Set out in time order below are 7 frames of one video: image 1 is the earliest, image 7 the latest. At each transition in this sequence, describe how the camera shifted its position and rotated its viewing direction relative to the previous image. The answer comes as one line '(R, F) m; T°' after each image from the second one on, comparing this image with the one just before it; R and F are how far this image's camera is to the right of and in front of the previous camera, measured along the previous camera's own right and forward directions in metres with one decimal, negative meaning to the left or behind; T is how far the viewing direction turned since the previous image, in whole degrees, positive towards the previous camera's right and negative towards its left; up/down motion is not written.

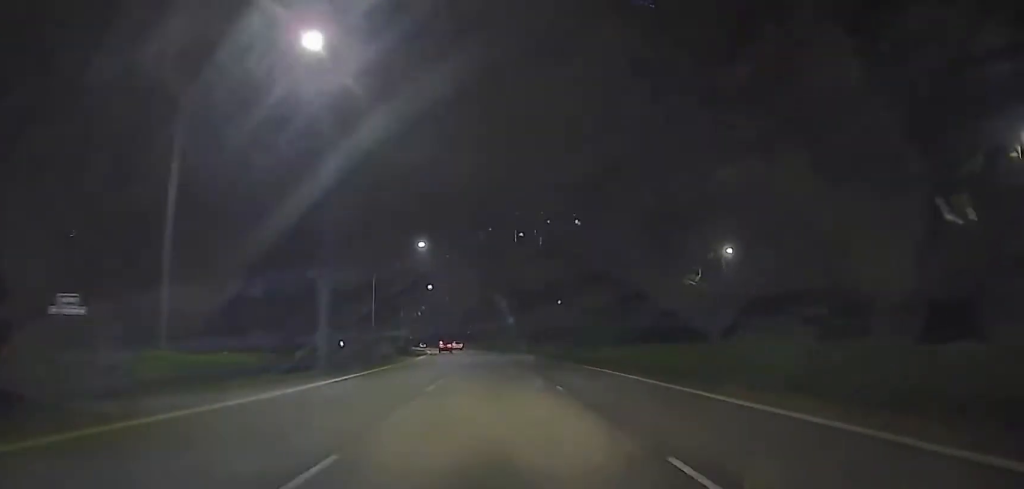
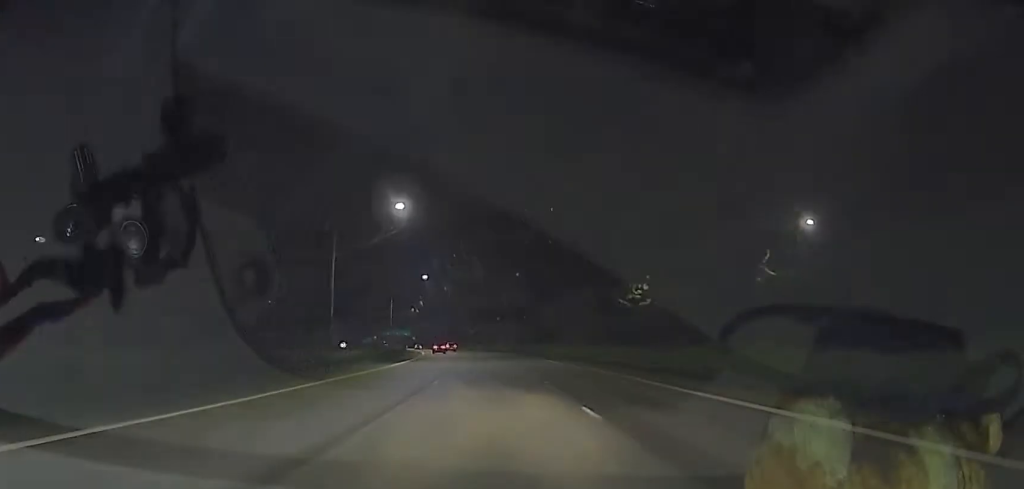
(0.0, +17.8) m; -1°
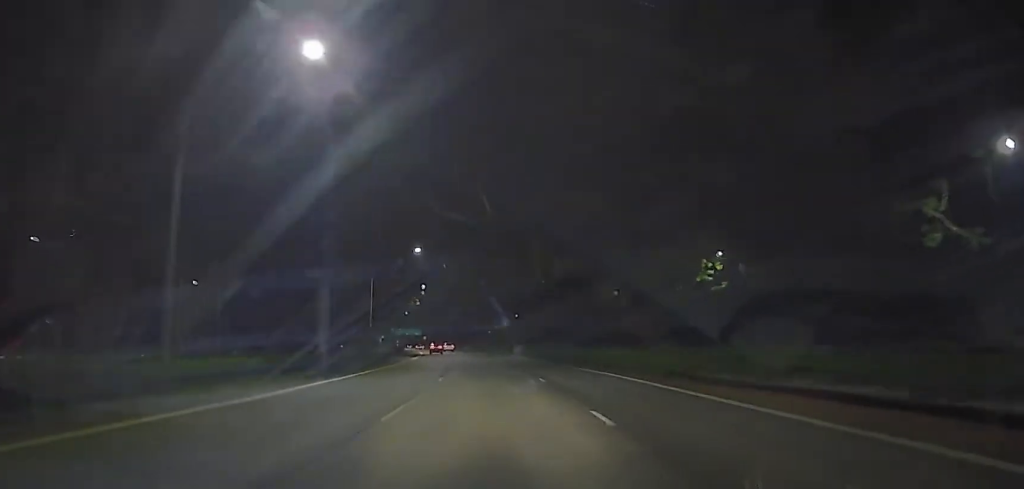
(-0.5, +24.8) m; -2°
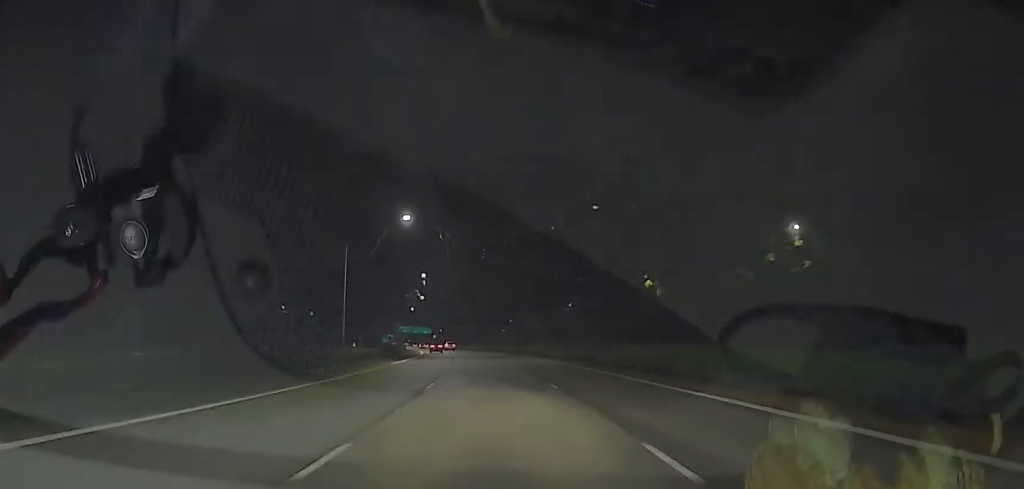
(-0.1, +16.2) m; 0°
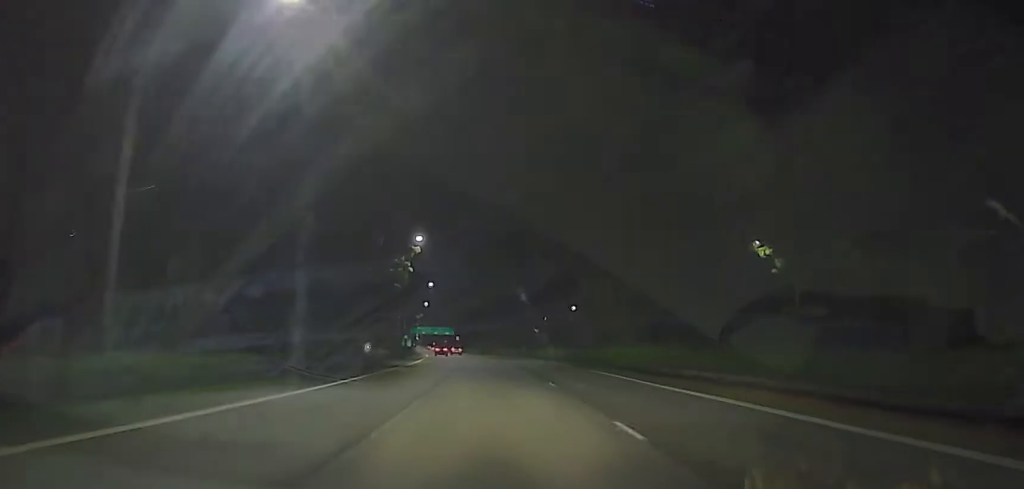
(0.0, +32.5) m; -1°
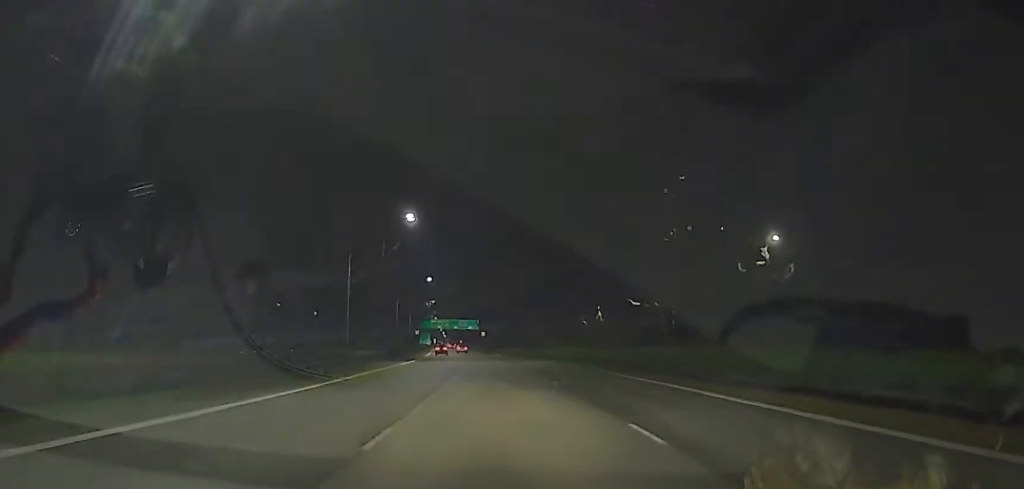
(-1.1, +48.4) m; -4°
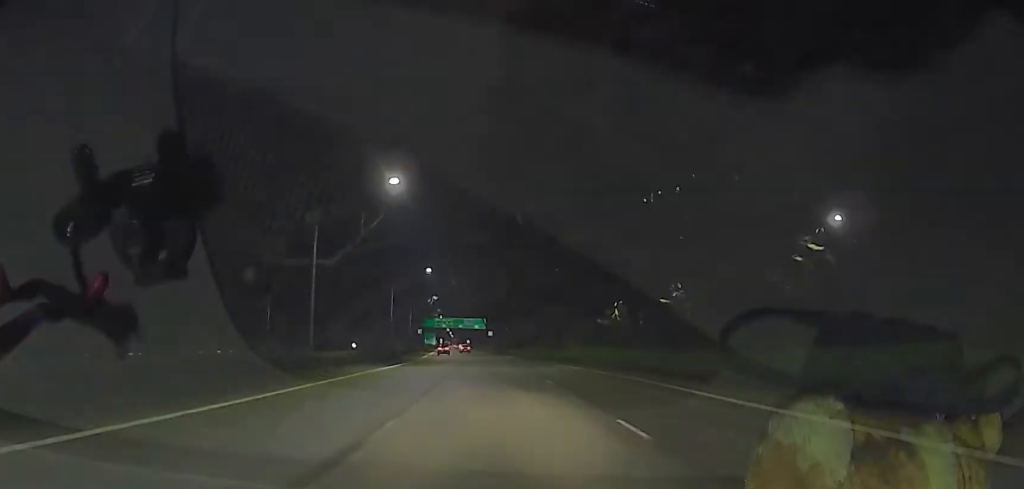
(-0.4, +11.4) m; -1°
